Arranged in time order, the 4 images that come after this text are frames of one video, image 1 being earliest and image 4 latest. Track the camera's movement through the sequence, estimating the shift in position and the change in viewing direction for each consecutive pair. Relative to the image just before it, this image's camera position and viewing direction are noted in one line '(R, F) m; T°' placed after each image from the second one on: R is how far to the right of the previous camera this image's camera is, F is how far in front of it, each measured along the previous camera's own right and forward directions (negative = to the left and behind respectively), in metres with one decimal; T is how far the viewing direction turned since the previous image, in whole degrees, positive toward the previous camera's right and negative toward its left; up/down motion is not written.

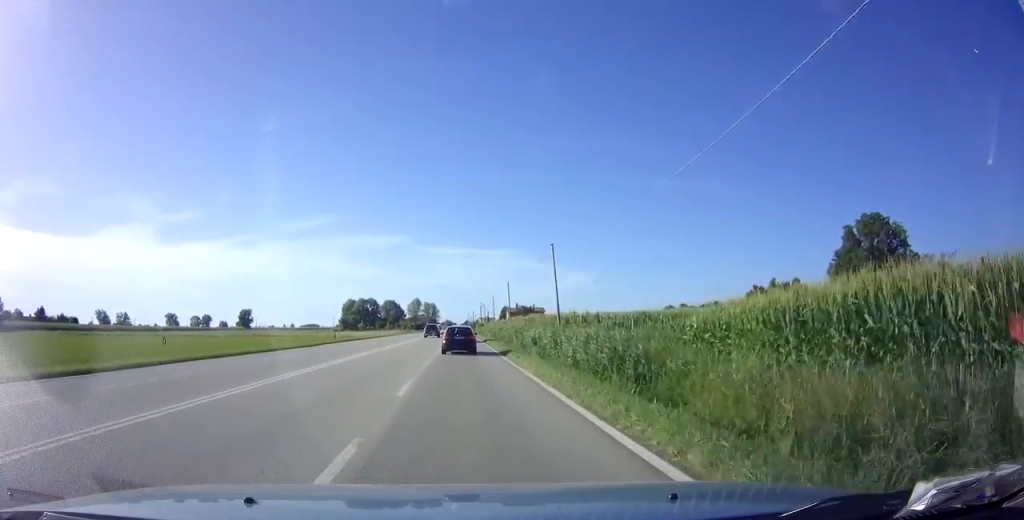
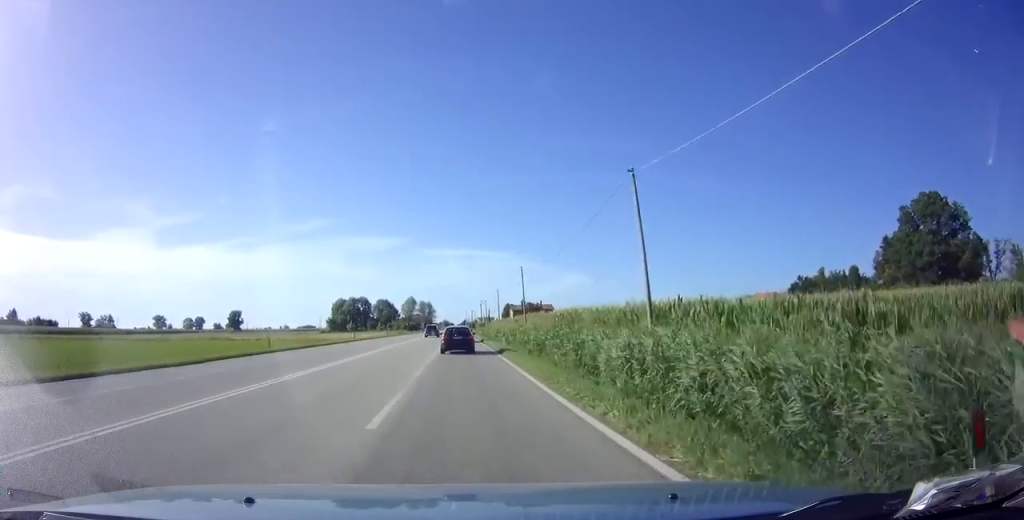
(+0.1, +19.2) m; 0°
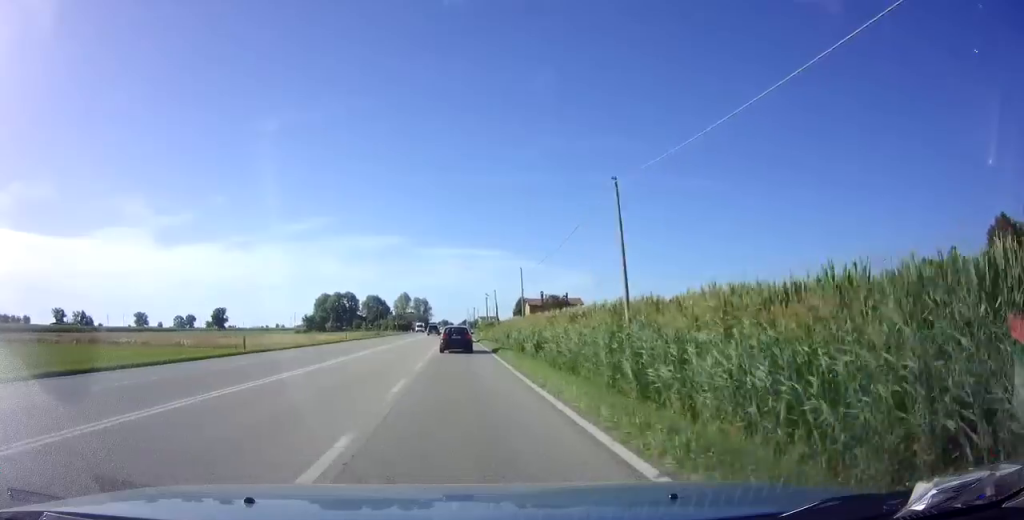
(0.0, +33.2) m; 0°
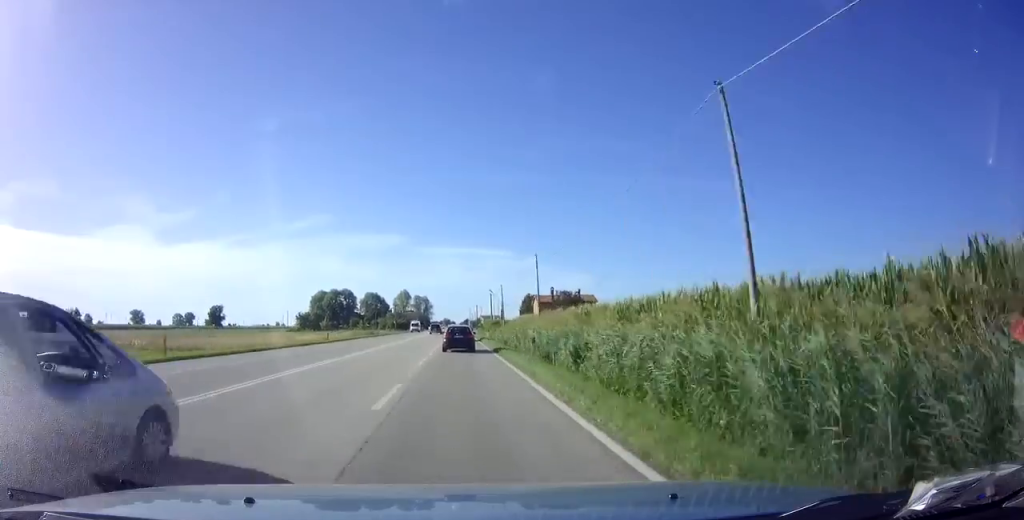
(0.0, +9.3) m; 0°
